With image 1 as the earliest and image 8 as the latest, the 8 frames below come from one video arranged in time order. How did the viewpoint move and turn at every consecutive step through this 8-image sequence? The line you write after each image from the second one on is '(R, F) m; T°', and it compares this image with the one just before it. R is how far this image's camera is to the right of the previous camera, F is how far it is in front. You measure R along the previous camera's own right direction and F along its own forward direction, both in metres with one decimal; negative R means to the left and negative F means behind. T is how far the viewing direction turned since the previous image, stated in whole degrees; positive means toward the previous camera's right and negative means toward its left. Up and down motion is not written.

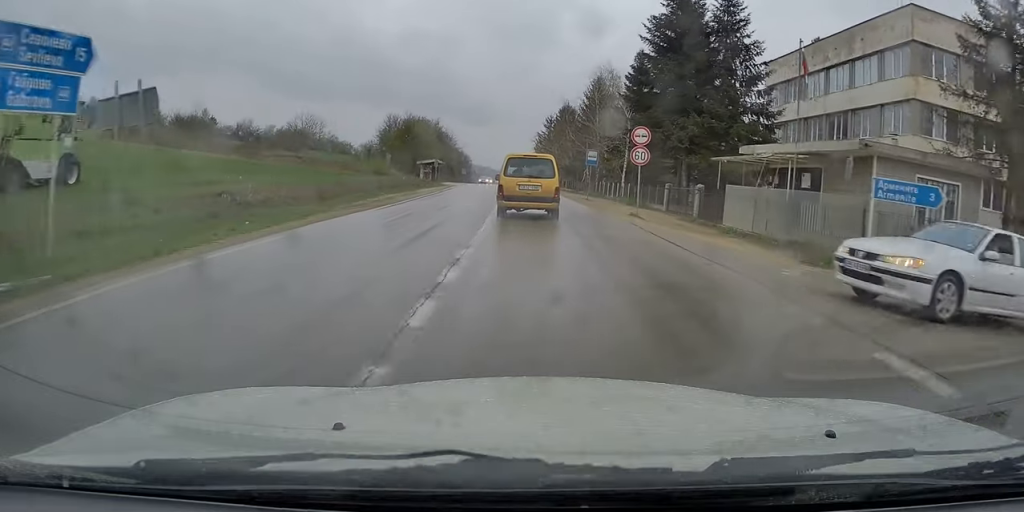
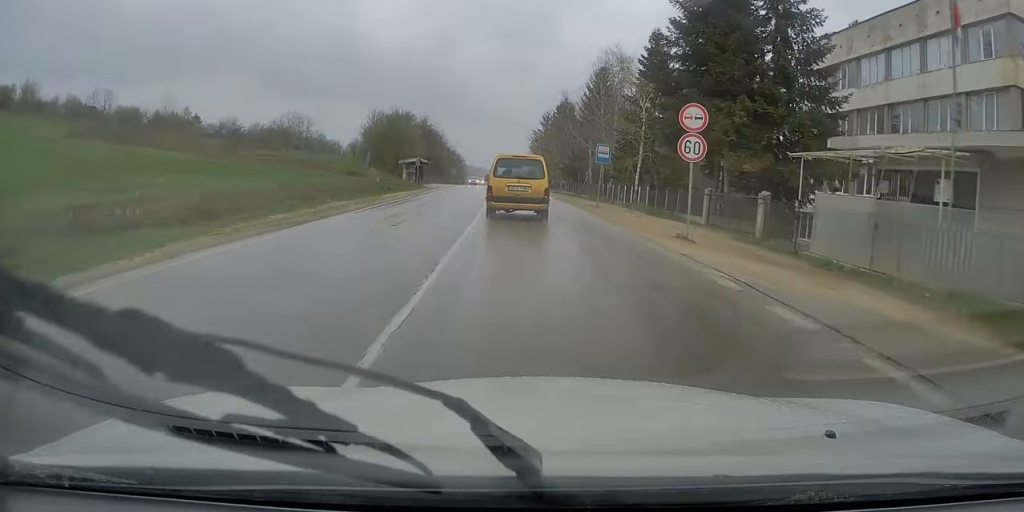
(0.0, +8.2) m; 0°
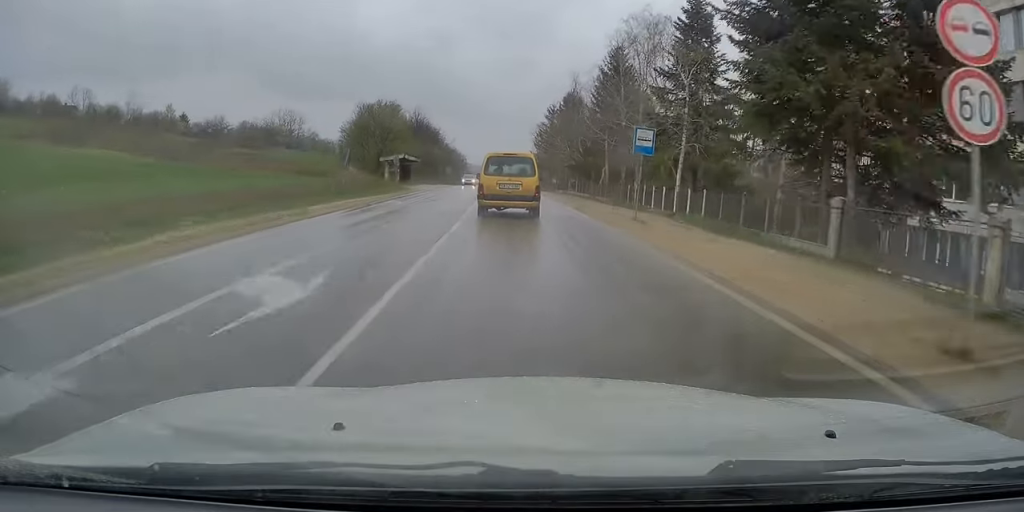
(0.0, +10.6) m; 0°
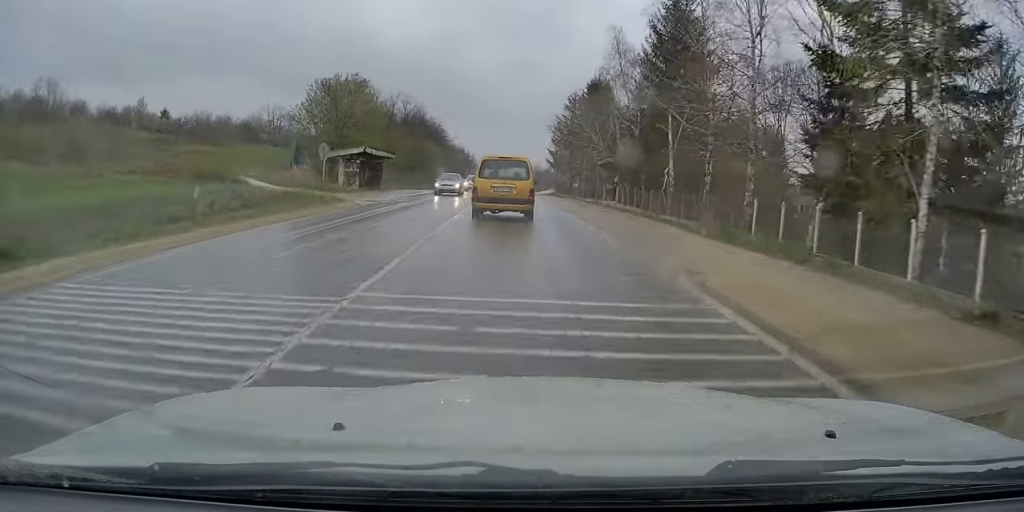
(-0.1, +19.2) m; -2°
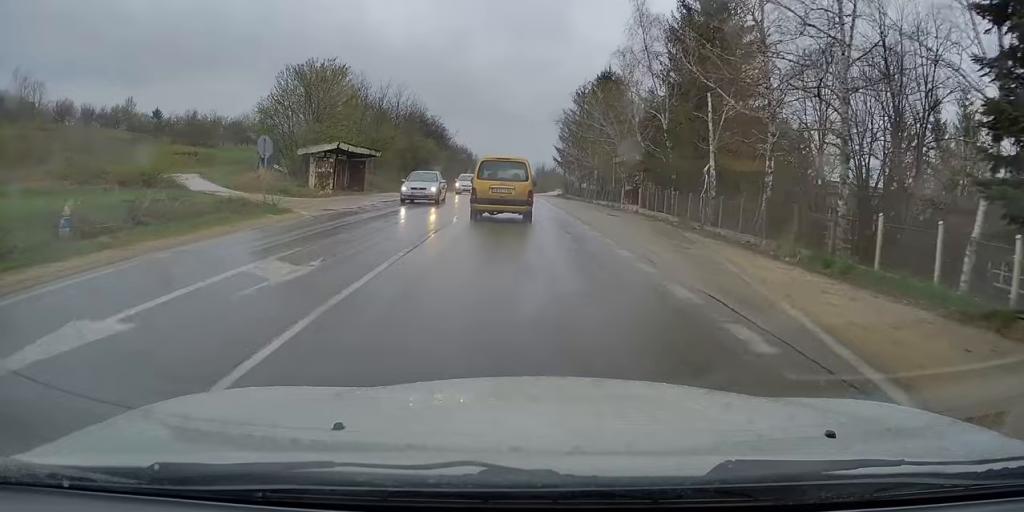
(-0.1, +6.7) m; 0°
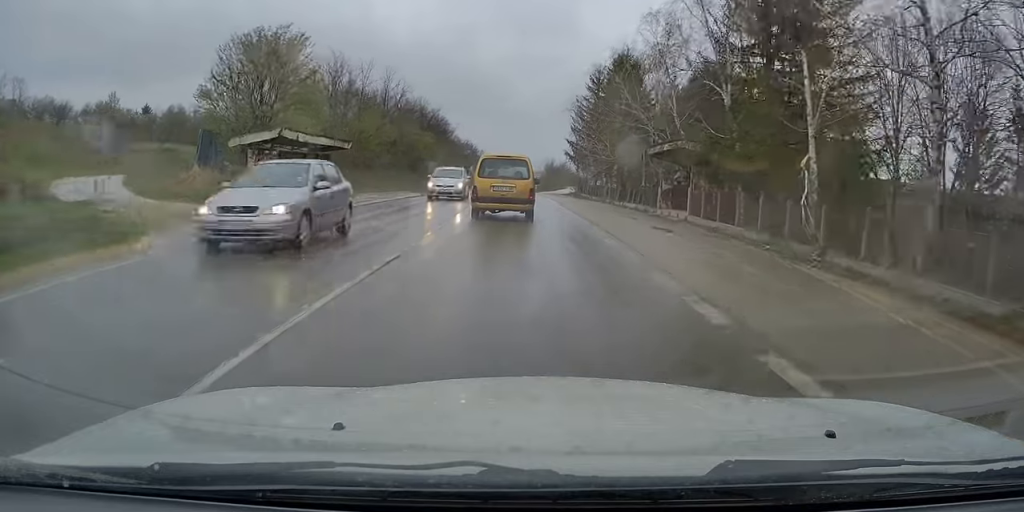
(-0.2, +9.2) m; 0°
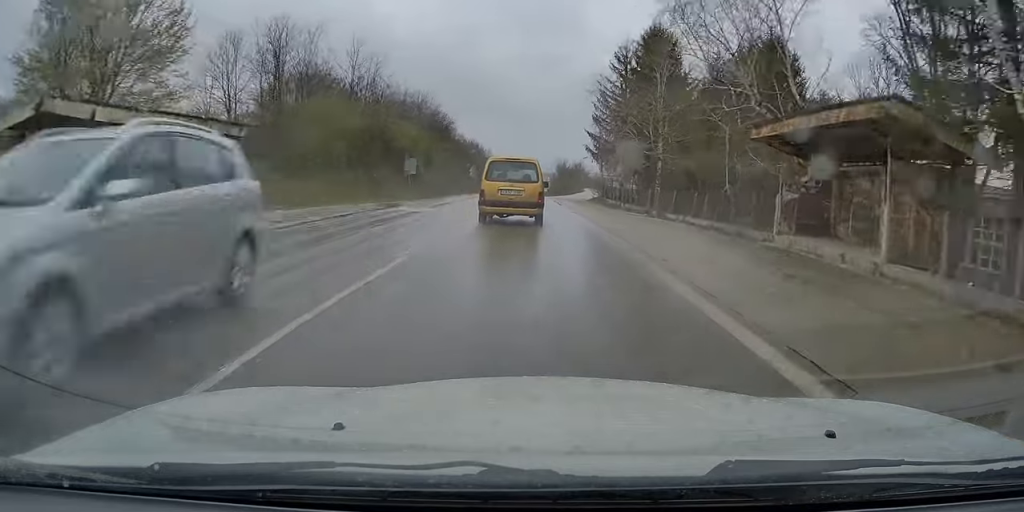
(+0.3, +14.0) m; 0°
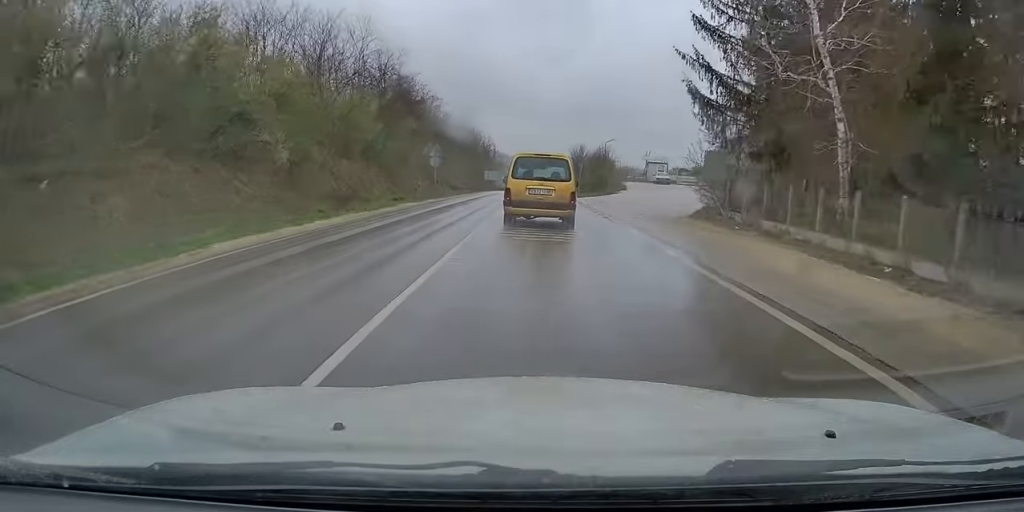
(-1.1, +34.6) m; -2°
